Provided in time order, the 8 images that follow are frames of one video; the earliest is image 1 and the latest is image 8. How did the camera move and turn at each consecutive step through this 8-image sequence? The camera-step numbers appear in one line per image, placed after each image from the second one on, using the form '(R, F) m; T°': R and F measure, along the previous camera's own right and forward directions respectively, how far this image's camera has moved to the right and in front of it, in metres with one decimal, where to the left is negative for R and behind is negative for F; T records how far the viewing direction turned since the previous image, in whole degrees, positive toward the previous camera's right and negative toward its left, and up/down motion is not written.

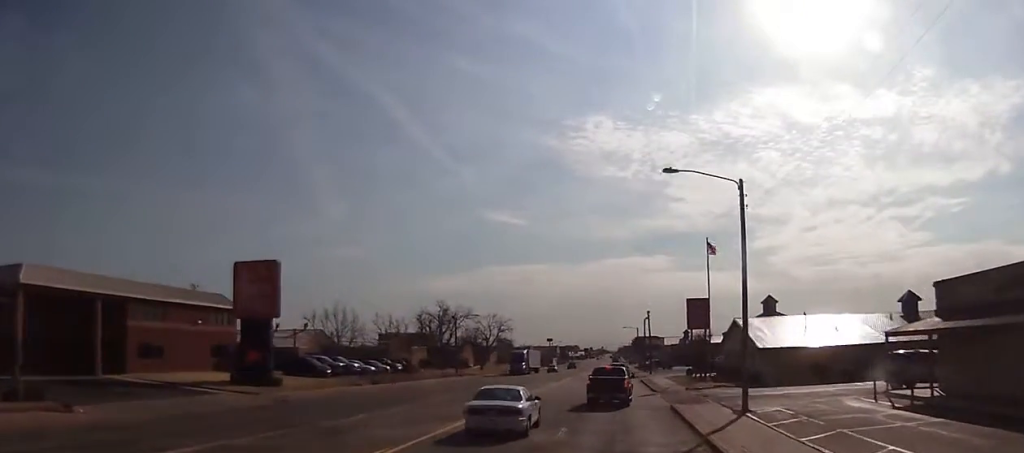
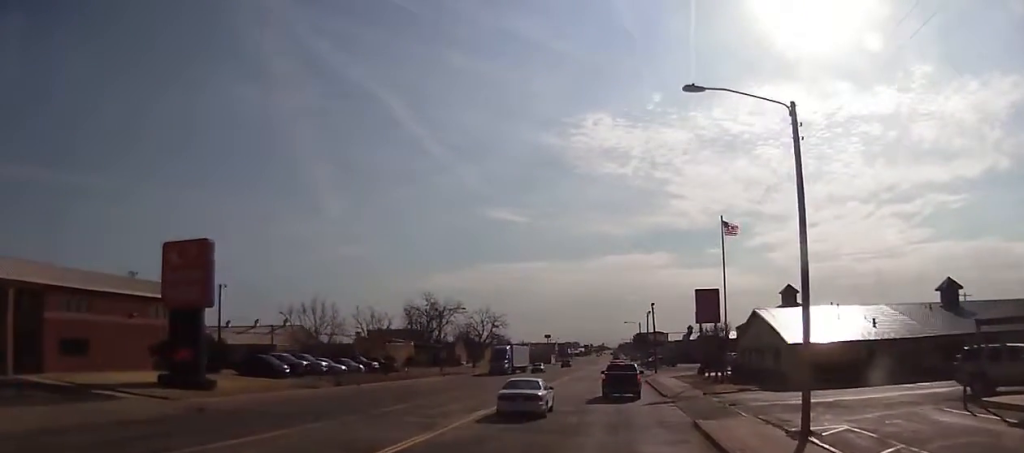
(-0.1, +8.3) m; +1°
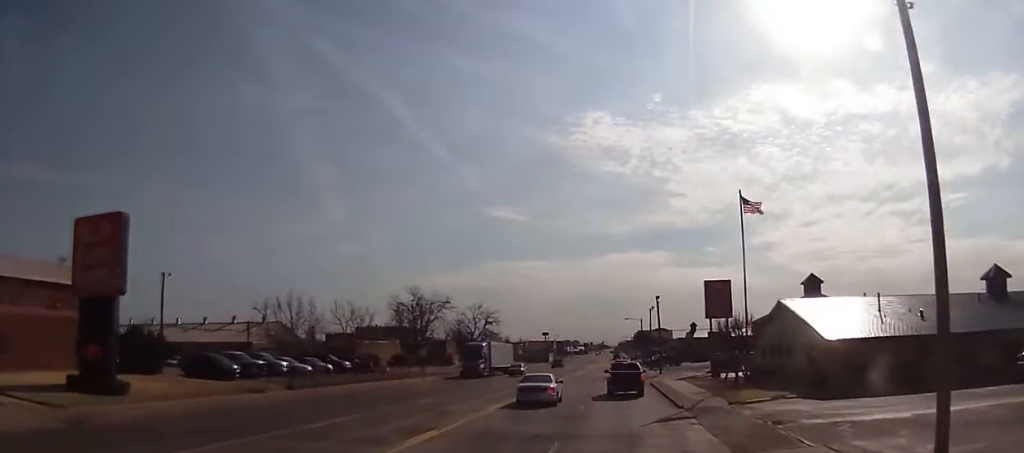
(+0.2, +7.8) m; +1°
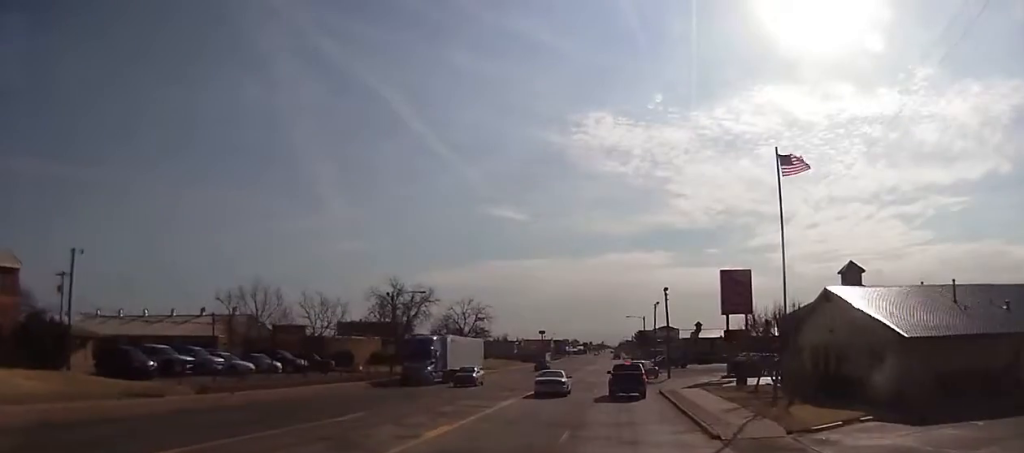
(-0.2, +9.6) m; -2°
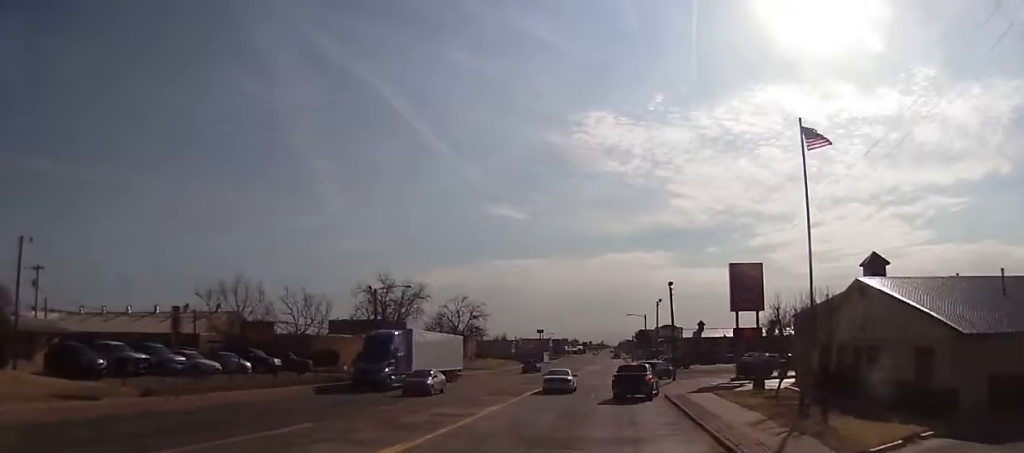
(-0.2, +4.5) m; 0°
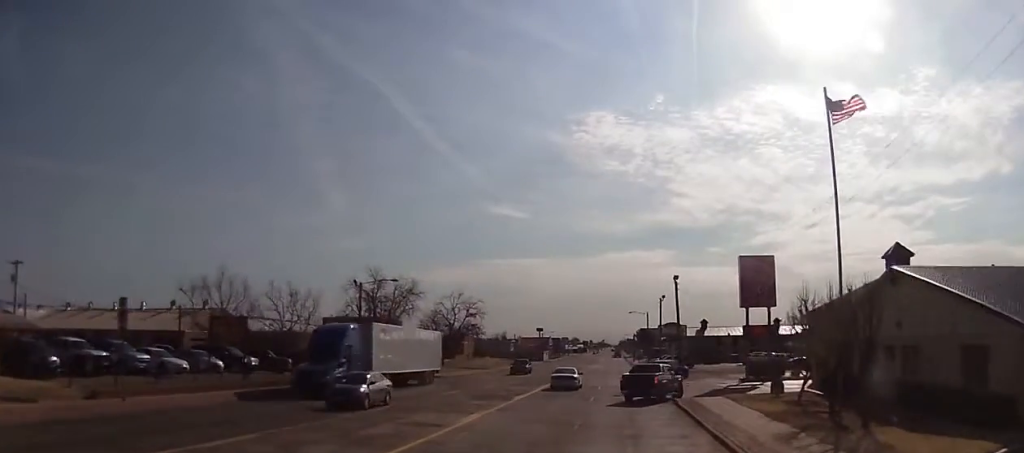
(+0.2, +3.7) m; +2°
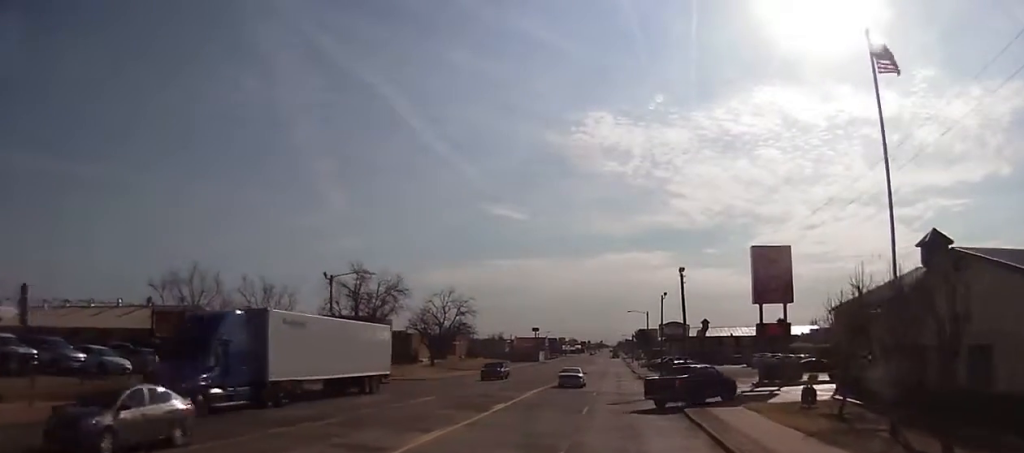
(+0.1, +5.5) m; +1°
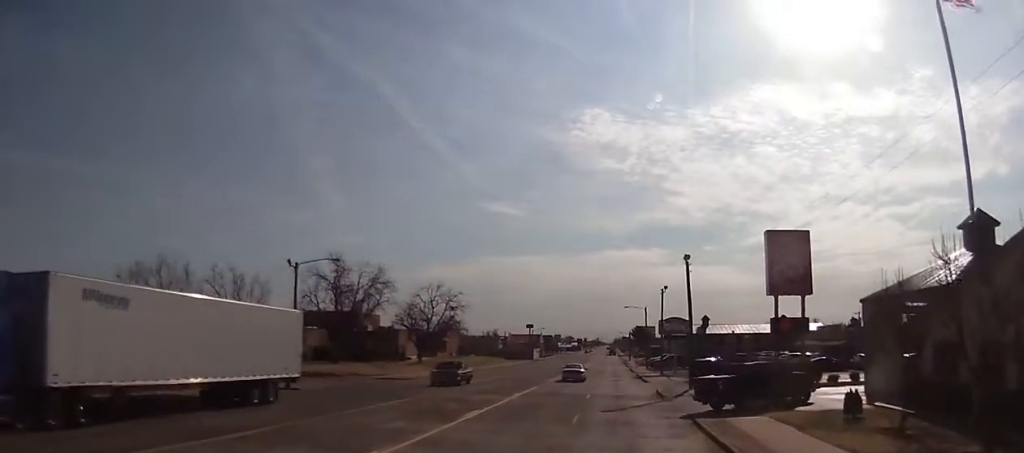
(+0.1, +5.7) m; -2°
